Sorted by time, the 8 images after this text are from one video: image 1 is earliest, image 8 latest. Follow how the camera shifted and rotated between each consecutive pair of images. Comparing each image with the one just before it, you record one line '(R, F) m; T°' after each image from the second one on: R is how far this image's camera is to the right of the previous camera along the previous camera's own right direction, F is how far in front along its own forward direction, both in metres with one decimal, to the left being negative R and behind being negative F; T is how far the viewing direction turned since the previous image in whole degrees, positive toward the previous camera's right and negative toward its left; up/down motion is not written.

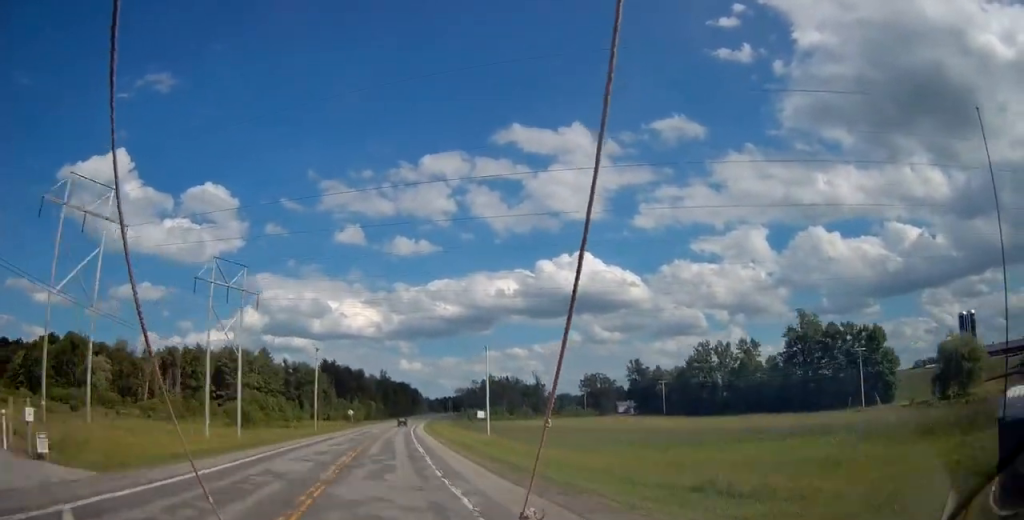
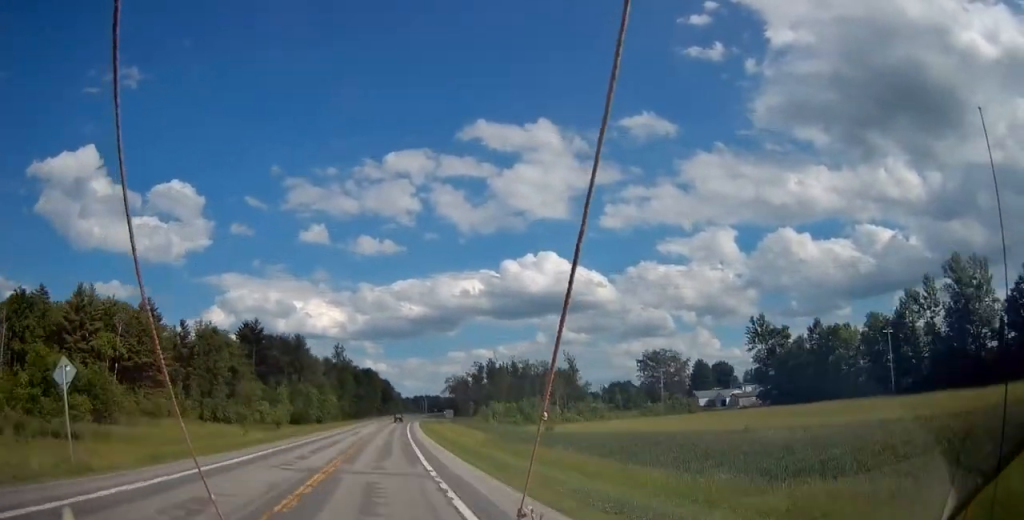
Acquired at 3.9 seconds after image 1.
(+2.1, +92.0) m; +3°
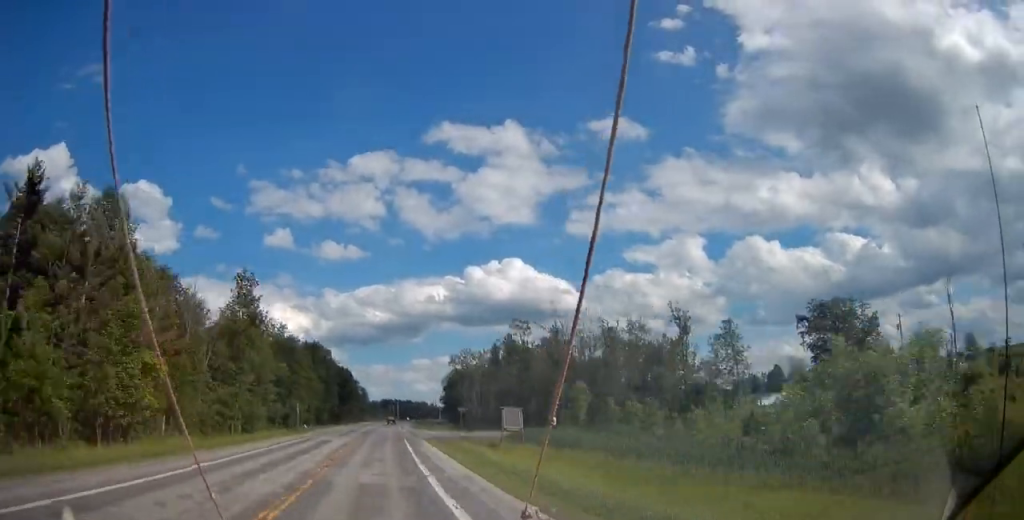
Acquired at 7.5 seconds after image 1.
(+2.3, +89.6) m; +3°
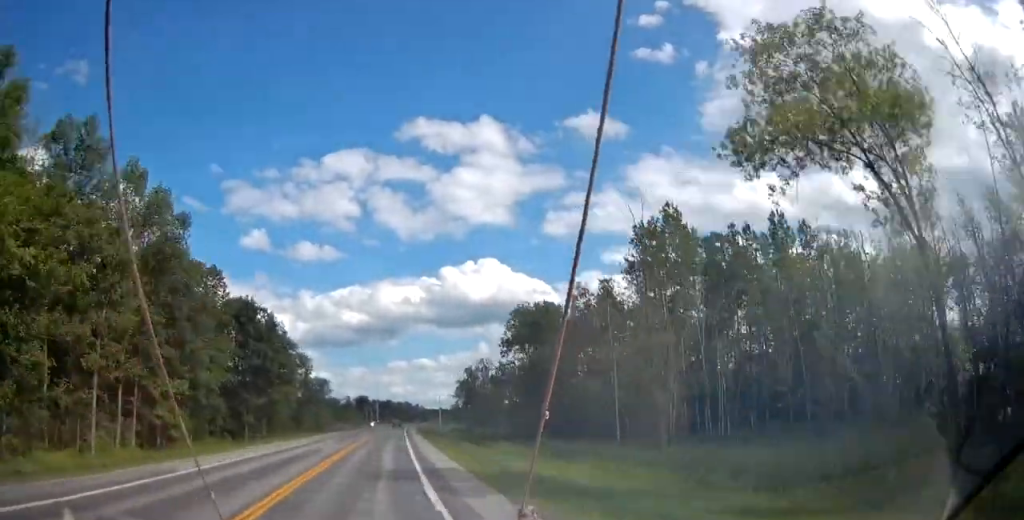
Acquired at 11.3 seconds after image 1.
(+2.6, +98.3) m; +3°
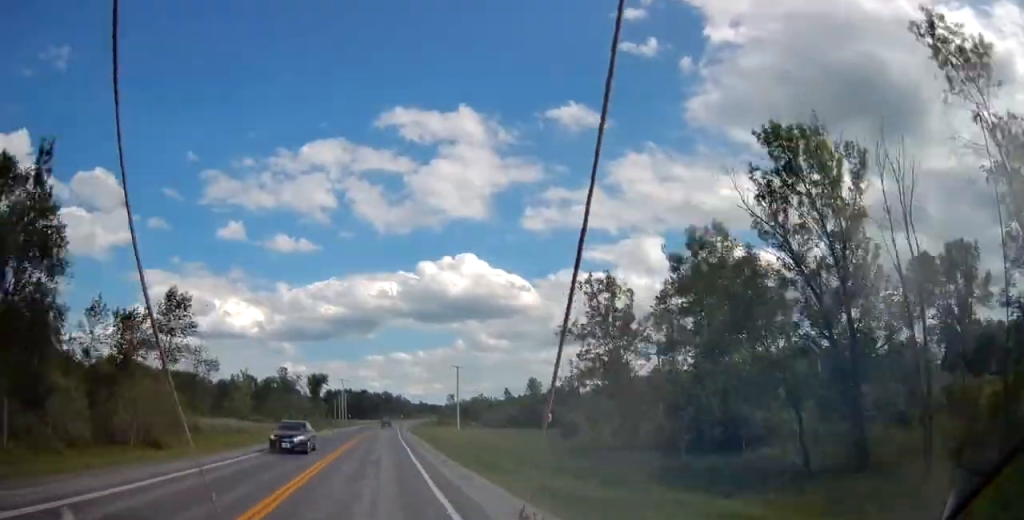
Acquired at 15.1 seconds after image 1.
(+1.8, +95.6) m; +2°
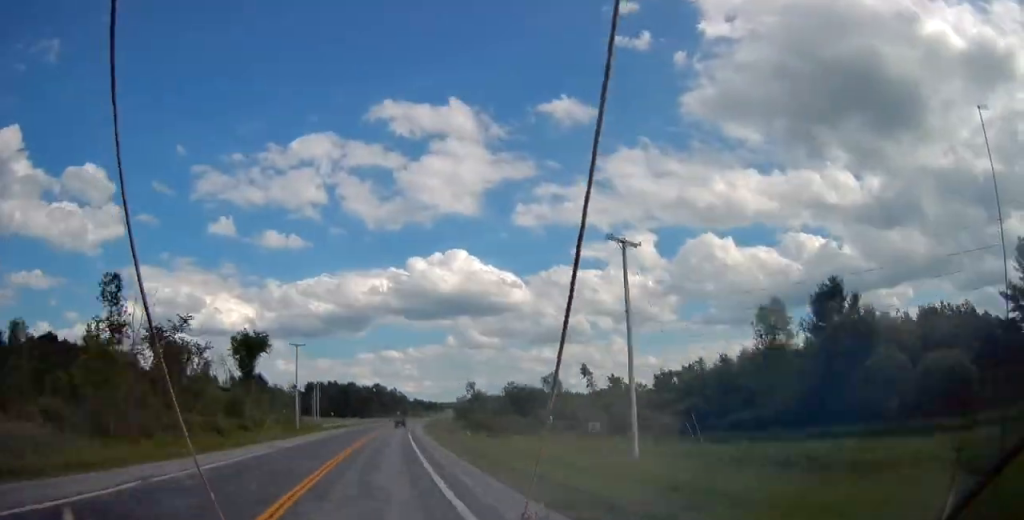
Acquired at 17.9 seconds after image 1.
(+0.4, +71.6) m; +2°
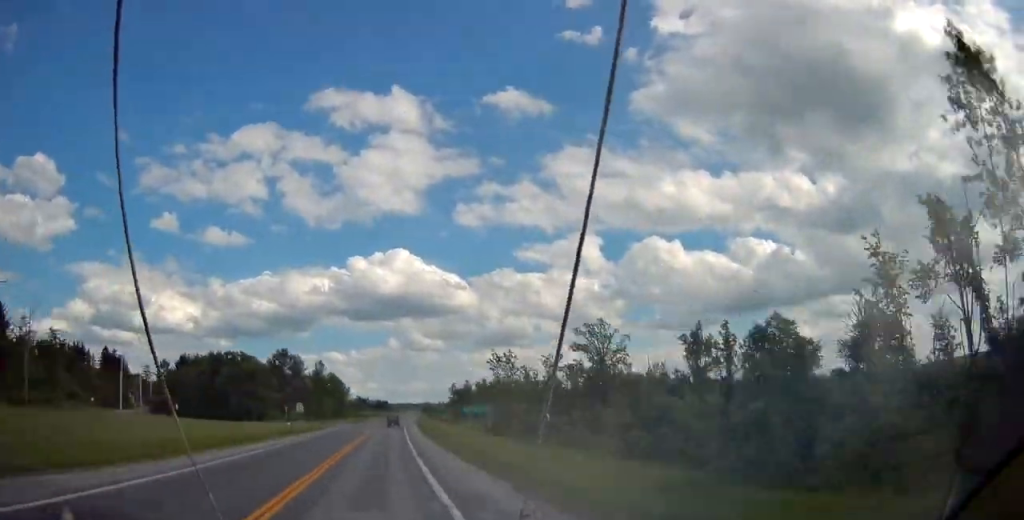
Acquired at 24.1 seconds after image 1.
(+7.5, +157.0) m; +5°
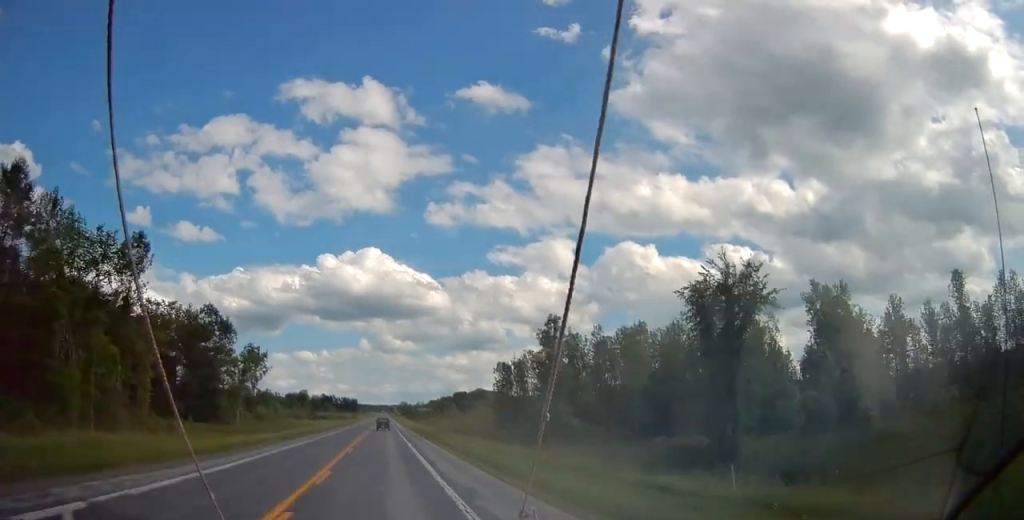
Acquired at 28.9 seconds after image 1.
(+2.6, +117.0) m; +2°
